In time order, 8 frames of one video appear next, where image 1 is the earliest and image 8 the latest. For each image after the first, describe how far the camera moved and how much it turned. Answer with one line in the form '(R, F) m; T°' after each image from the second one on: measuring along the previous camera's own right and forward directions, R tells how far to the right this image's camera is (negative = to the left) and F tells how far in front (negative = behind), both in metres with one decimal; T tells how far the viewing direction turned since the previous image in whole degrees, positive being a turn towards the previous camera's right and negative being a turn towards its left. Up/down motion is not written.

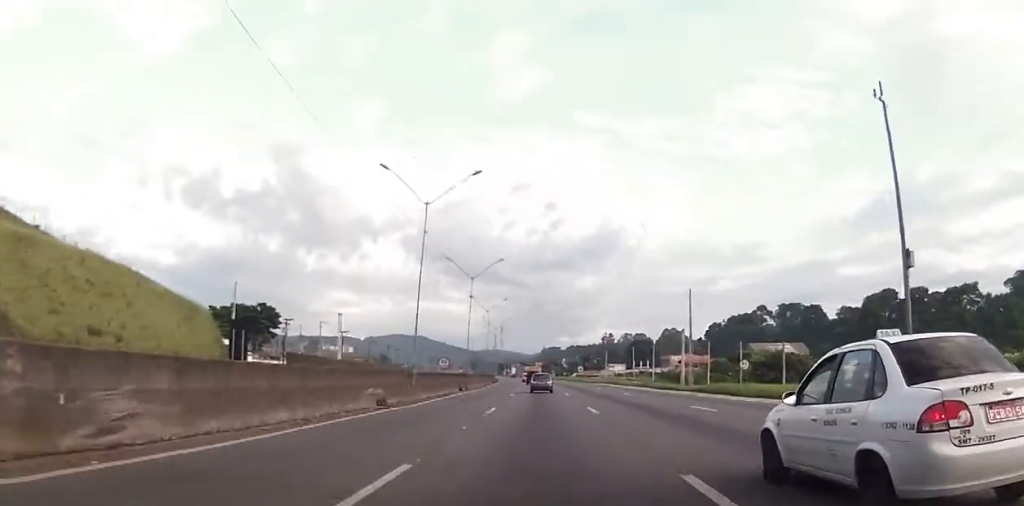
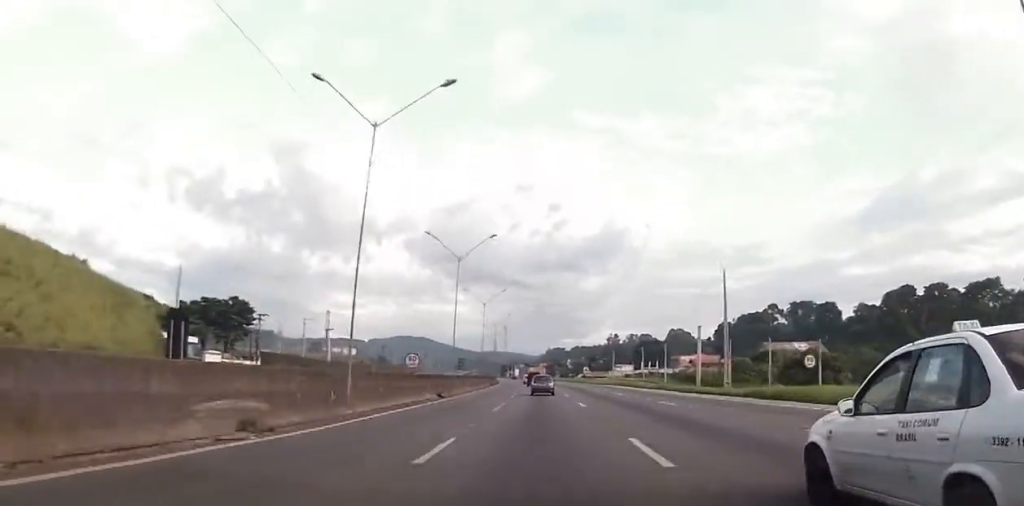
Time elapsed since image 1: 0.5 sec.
(+0.1, +12.4) m; -1°
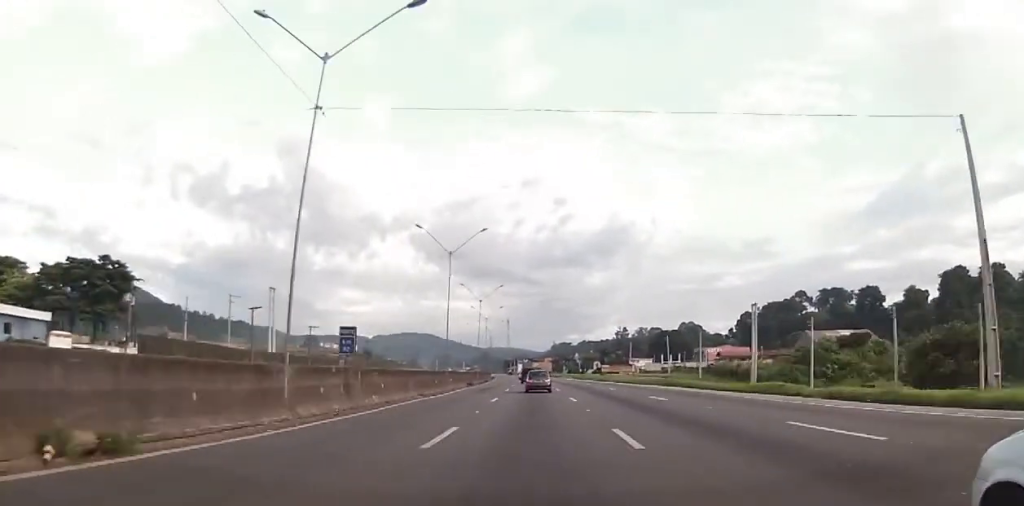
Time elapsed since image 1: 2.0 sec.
(-0.7, +35.4) m; -1°
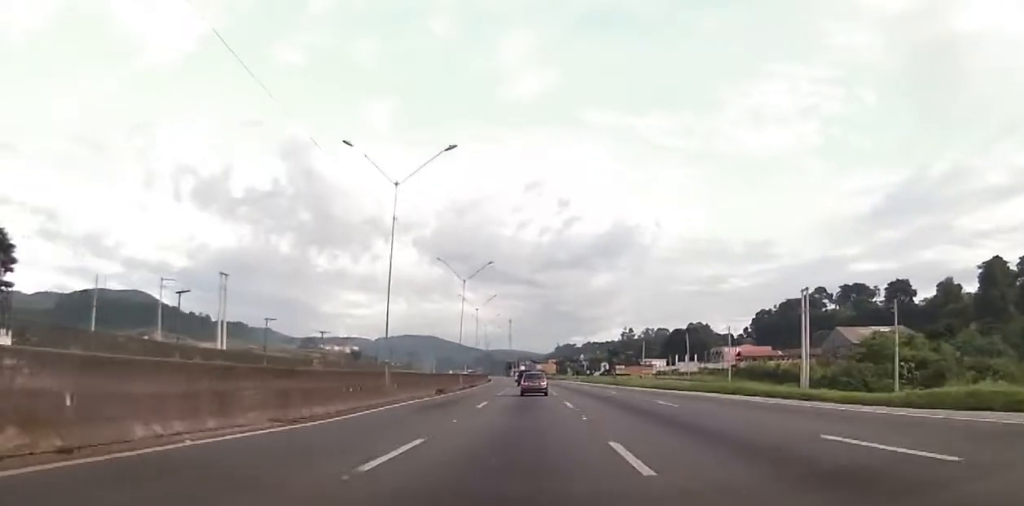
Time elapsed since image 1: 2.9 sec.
(+0.4, +20.8) m; 0°
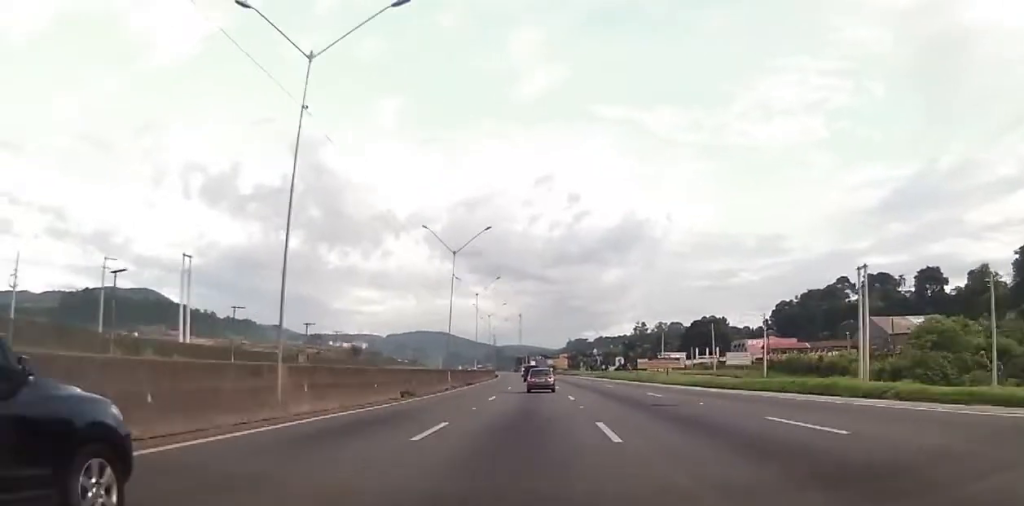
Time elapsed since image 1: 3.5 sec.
(-0.1, +14.3) m; -1°
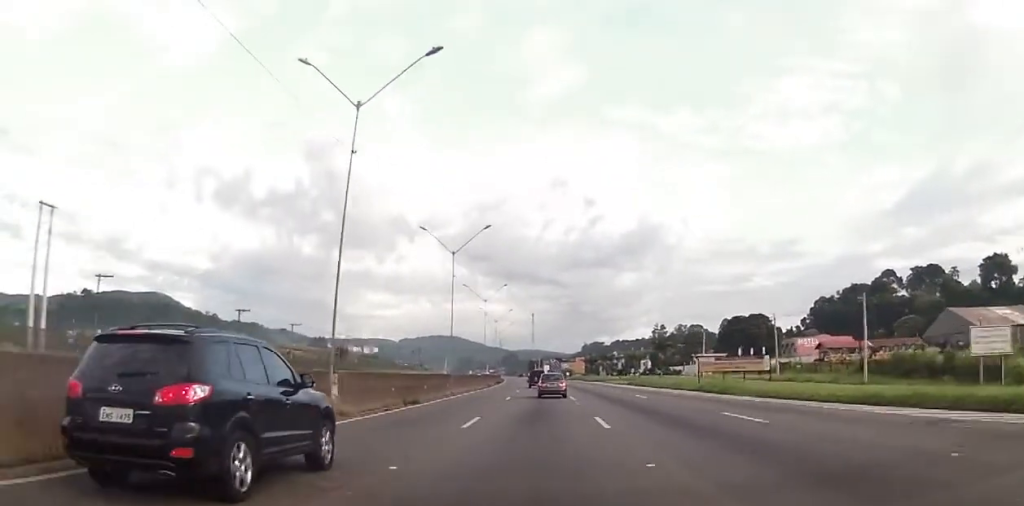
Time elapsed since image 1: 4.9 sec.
(-1.0, +31.8) m; -2°
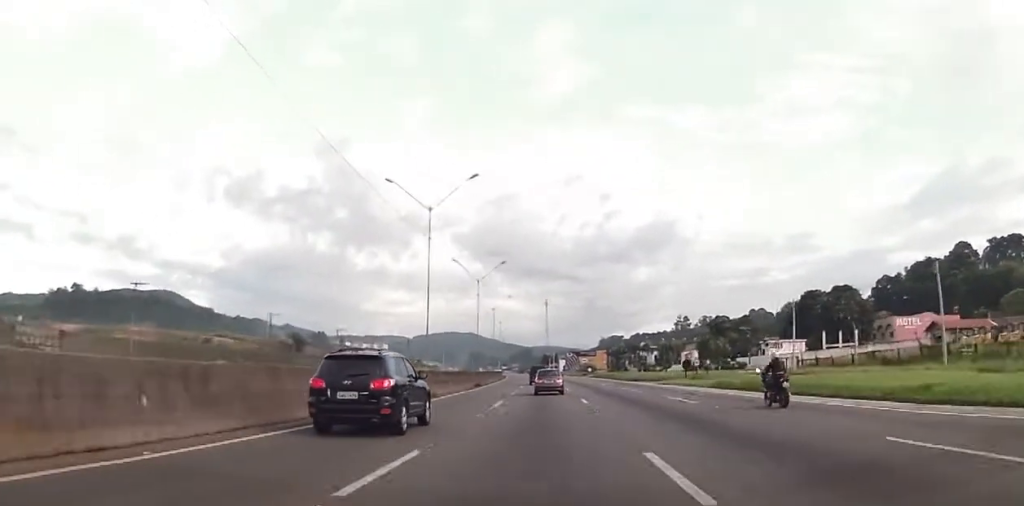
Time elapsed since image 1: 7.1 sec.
(0.0, +47.0) m; 0°
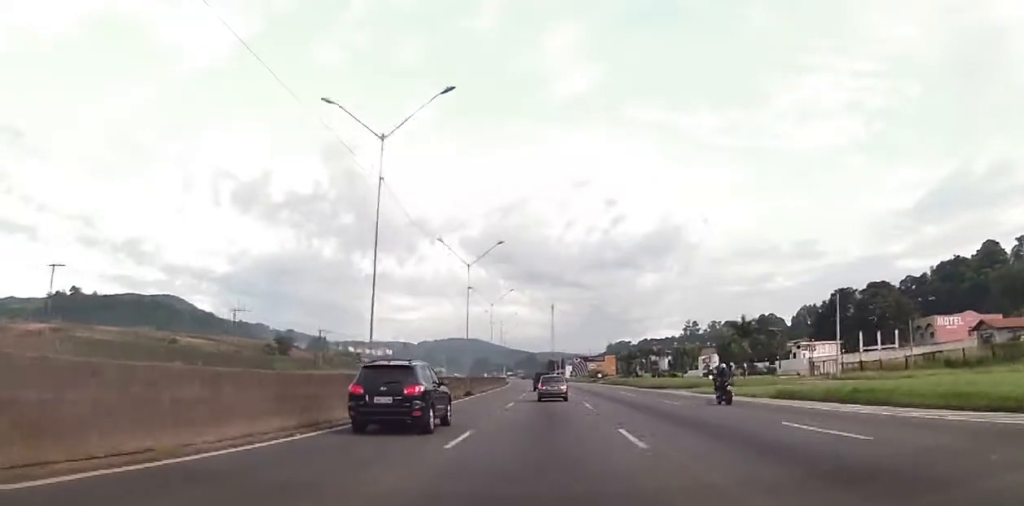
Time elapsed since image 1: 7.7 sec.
(+0.3, +13.7) m; -1°
